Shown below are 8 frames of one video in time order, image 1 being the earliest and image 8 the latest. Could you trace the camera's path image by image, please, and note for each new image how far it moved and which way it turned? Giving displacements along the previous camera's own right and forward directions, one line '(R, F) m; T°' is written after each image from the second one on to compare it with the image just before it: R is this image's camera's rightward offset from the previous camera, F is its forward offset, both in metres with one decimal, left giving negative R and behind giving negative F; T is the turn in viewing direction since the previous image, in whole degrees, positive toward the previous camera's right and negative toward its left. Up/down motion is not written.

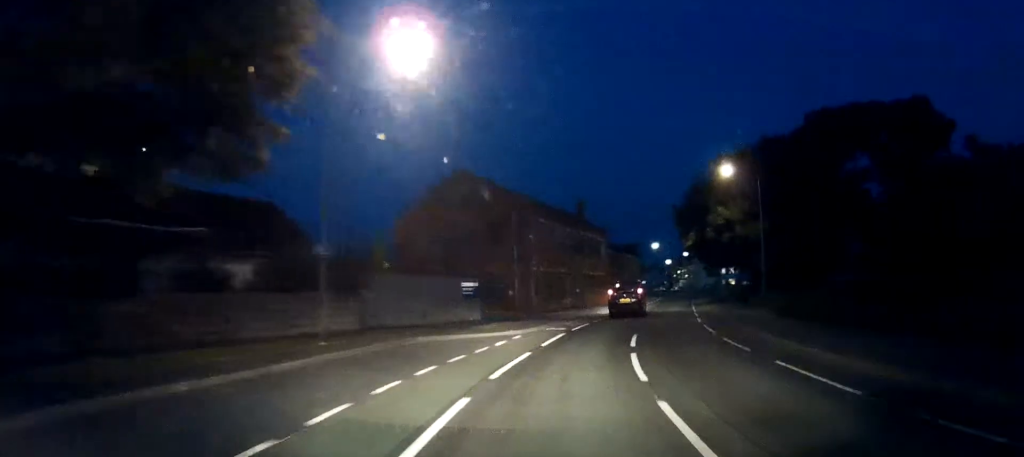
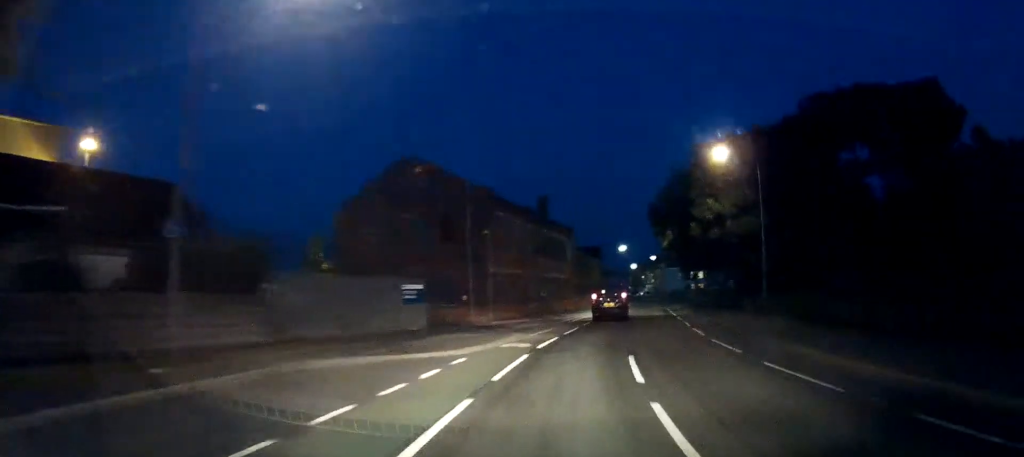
(+0.1, +6.1) m; +4°
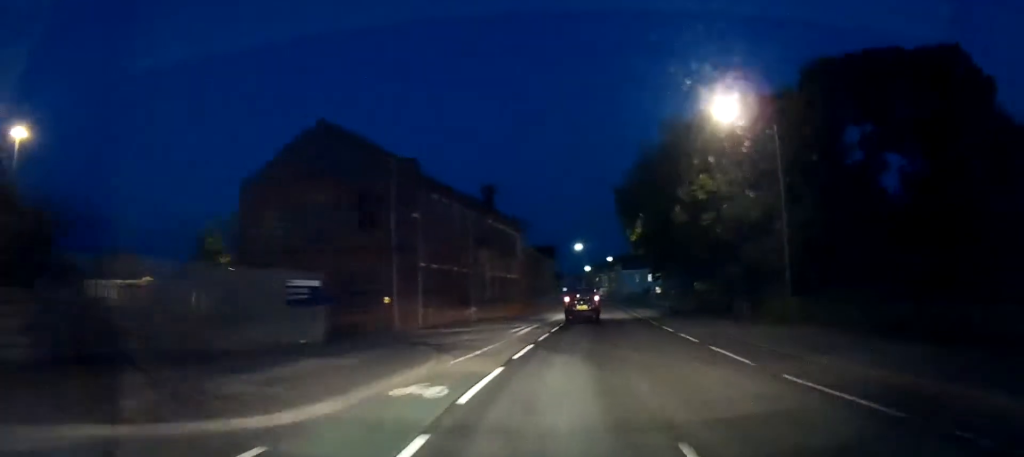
(+0.5, +8.7) m; +4°
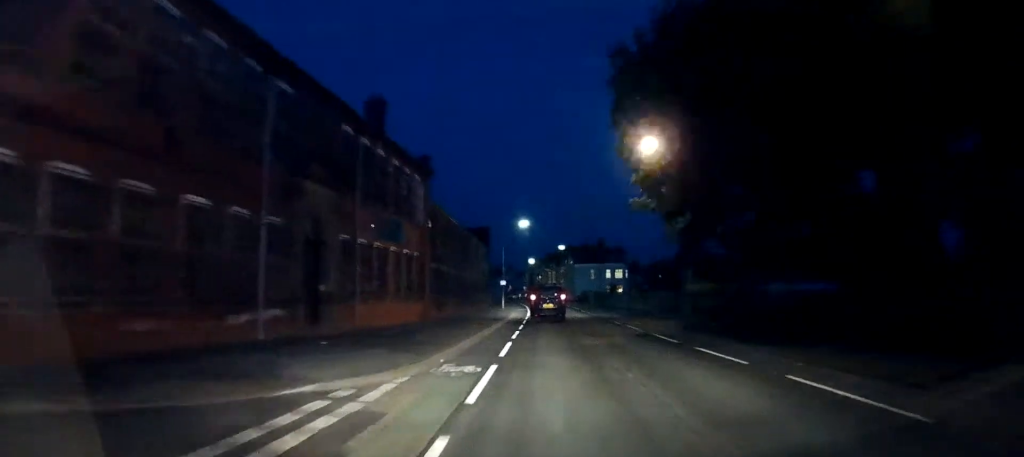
(+2.0, +25.1) m; +7°
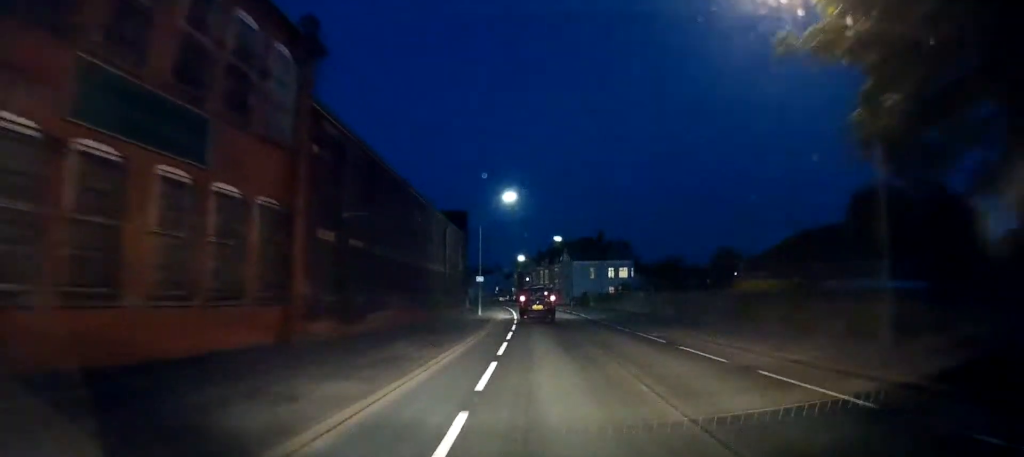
(+0.2, +16.9) m; +2°
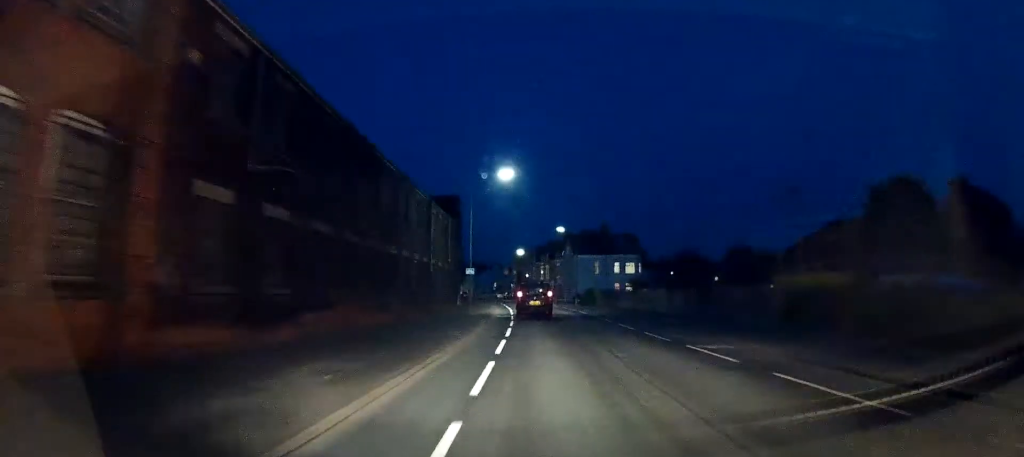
(+0.1, +6.8) m; 0°
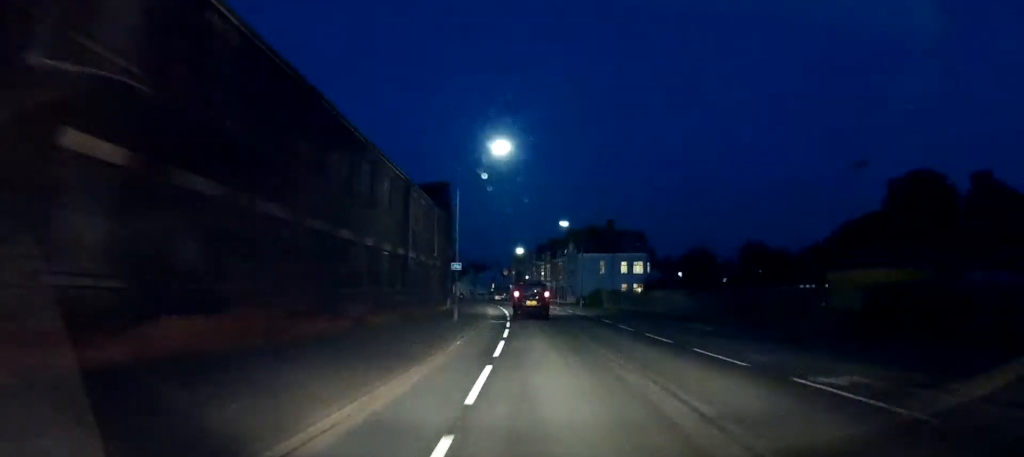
(+0.1, +6.7) m; 0°
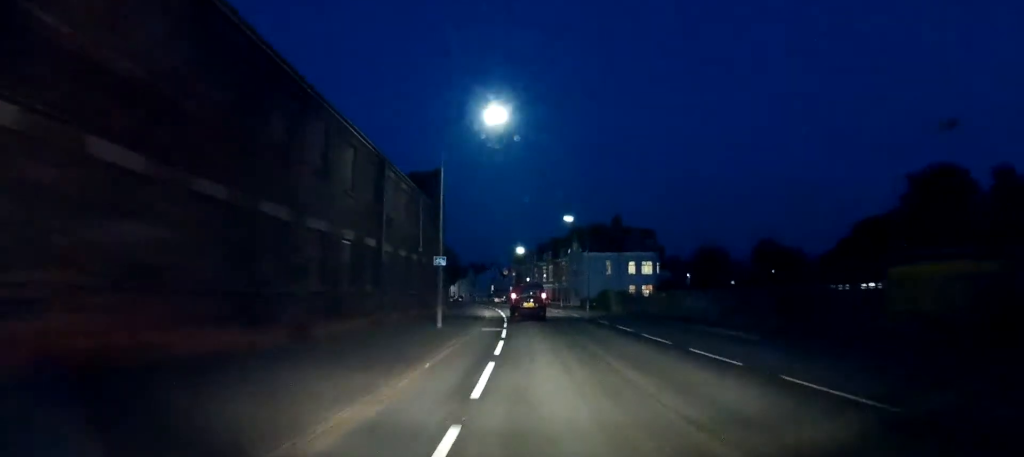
(0.0, +5.5) m; 0°
